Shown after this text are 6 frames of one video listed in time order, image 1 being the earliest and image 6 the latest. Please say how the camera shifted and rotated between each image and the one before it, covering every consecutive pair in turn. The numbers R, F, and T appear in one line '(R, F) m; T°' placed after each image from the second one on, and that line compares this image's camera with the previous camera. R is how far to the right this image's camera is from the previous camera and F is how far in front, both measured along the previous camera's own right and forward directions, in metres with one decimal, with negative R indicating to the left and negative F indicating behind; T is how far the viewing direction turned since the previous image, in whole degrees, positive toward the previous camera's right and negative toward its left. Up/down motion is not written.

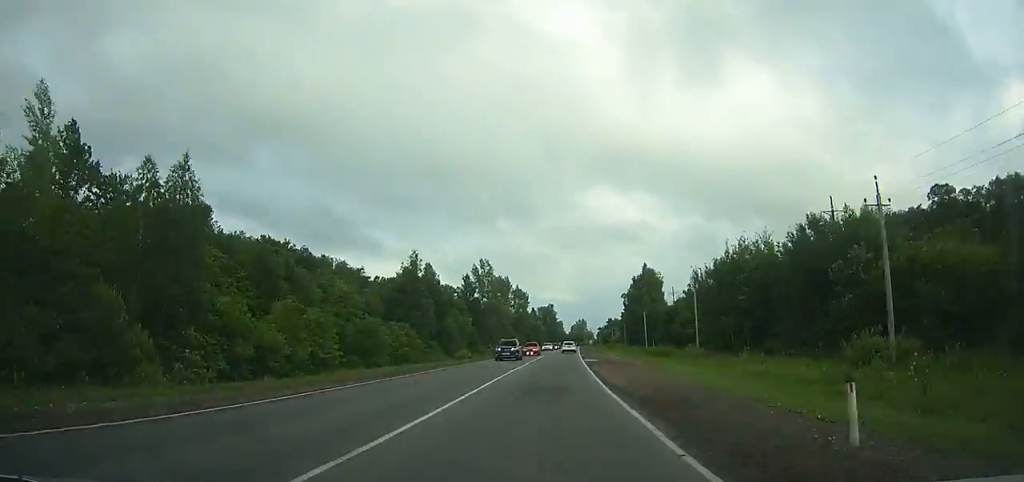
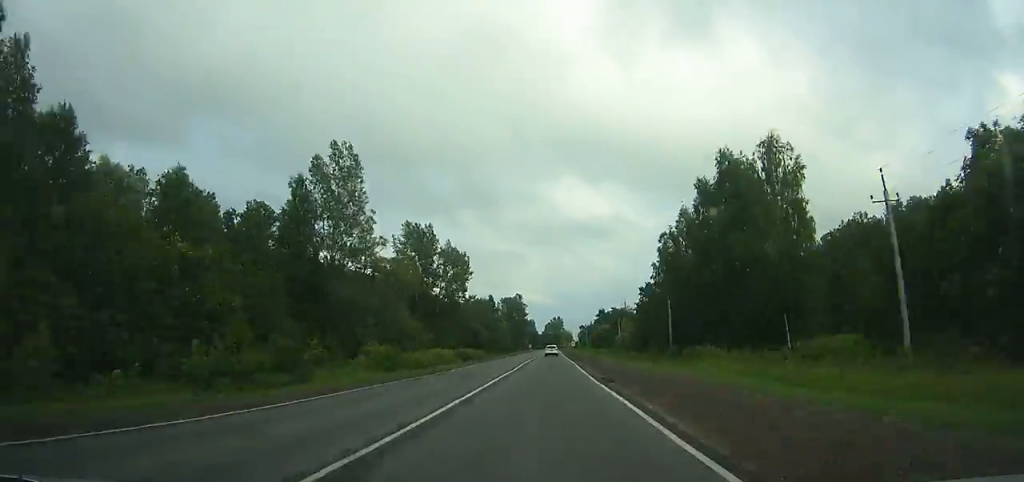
(+4.0, +95.8) m; +3°
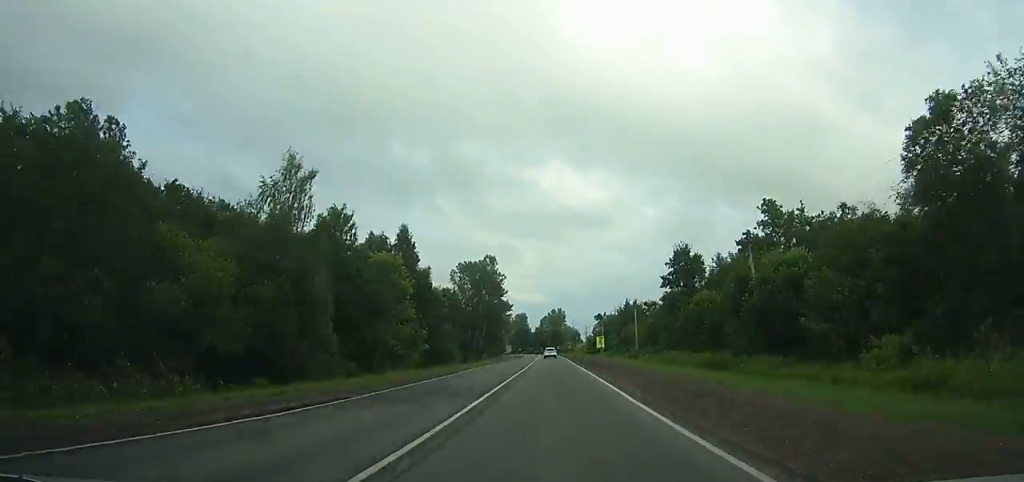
(+0.5, +131.5) m; 0°
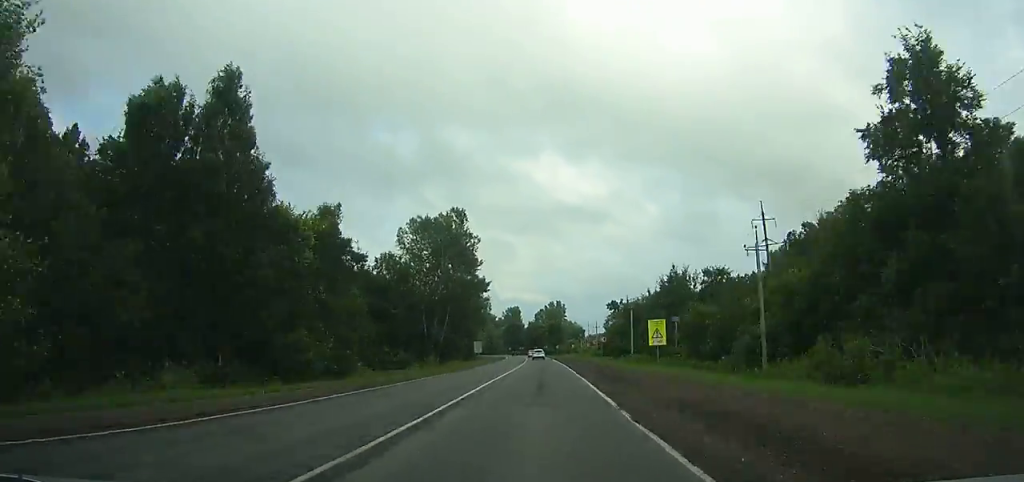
(0.0, +55.0) m; -1°
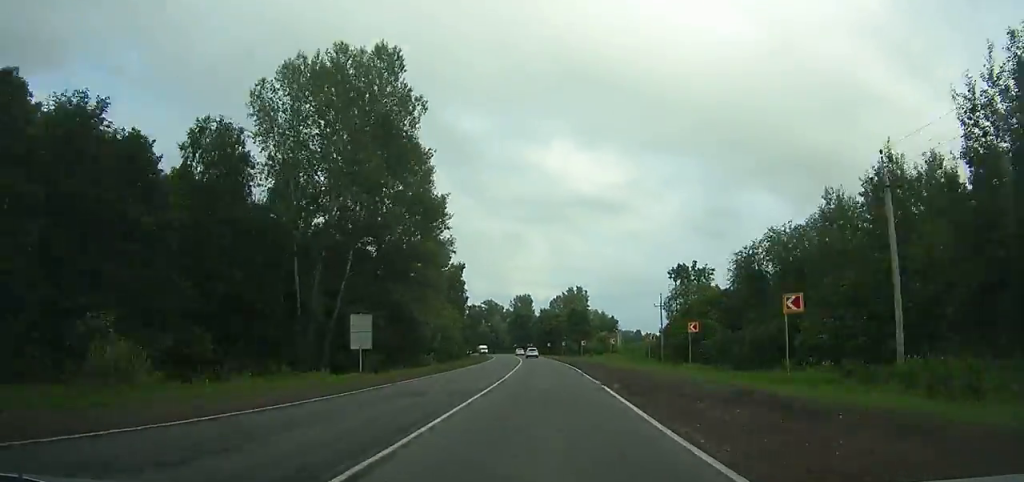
(-0.5, +62.8) m; -2°
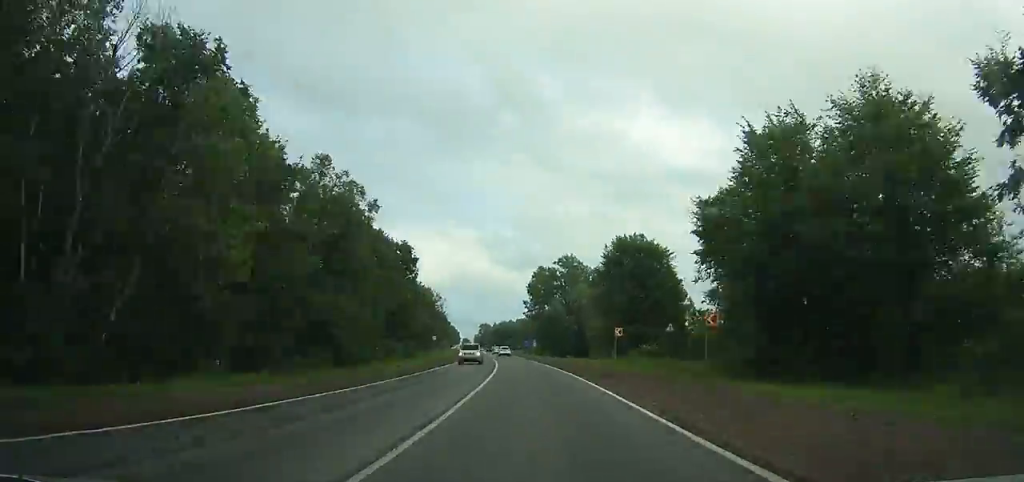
(-6.9, +134.6) m; -8°
